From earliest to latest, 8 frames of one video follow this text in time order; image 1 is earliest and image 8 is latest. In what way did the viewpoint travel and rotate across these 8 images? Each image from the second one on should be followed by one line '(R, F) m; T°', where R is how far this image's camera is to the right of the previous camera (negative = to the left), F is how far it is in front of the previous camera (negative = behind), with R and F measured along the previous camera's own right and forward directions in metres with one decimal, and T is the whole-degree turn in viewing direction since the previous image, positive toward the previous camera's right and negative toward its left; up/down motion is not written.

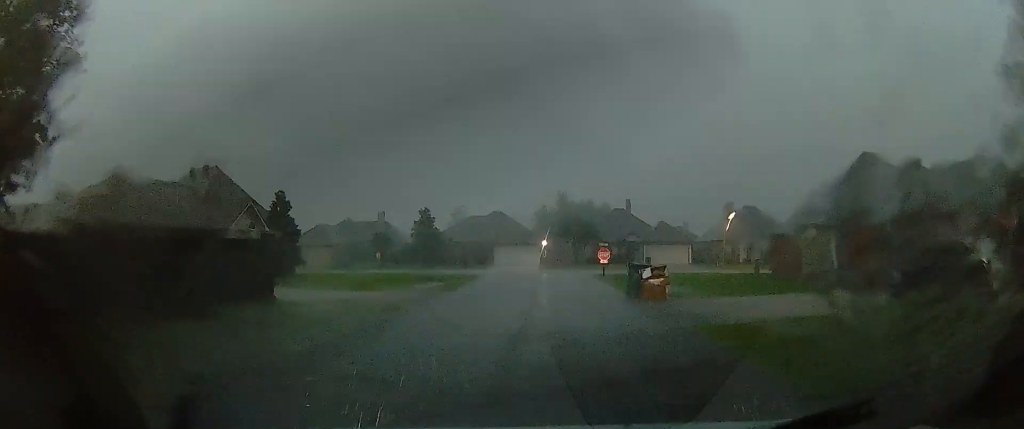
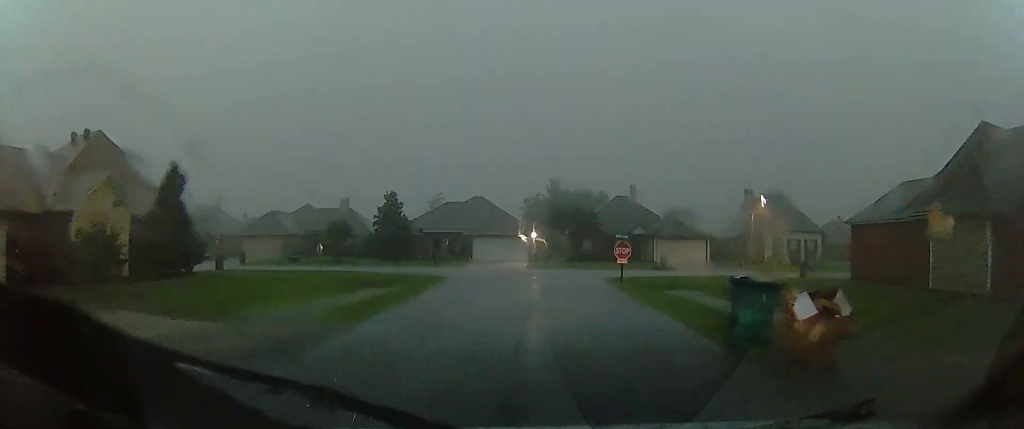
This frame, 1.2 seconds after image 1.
(0.0, +12.0) m; 0°
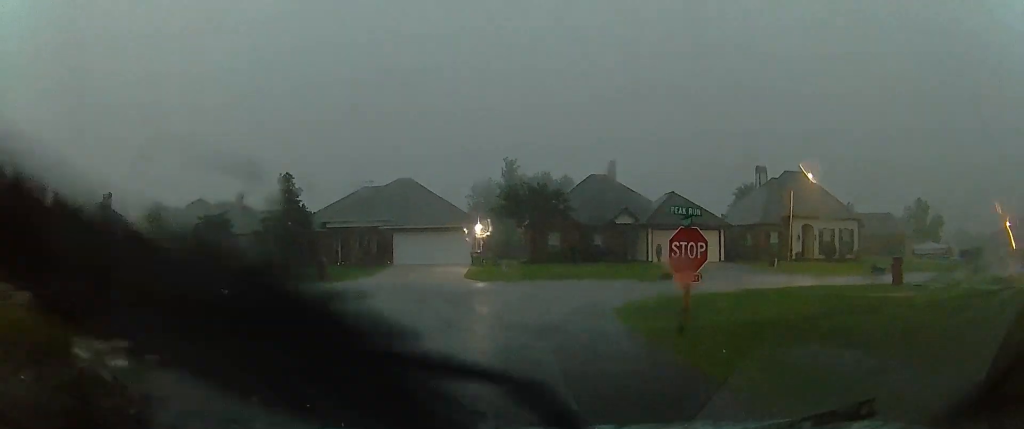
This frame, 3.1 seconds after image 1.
(0.0, +17.4) m; 0°
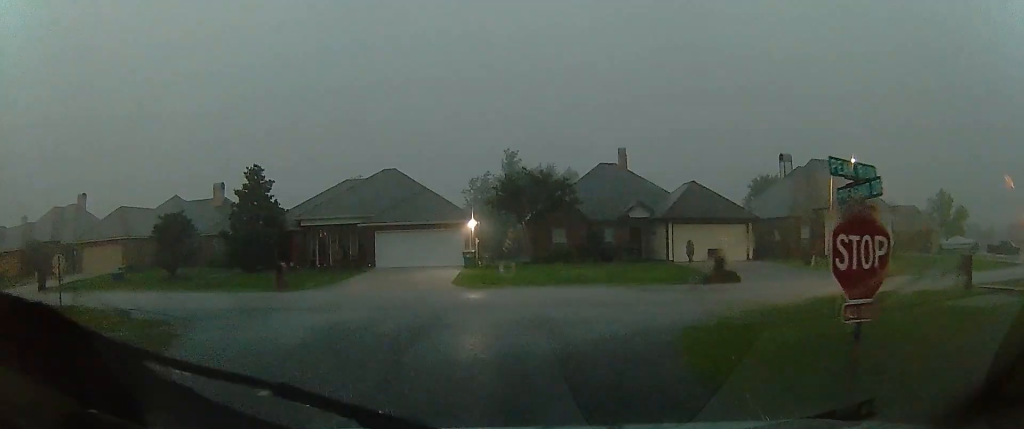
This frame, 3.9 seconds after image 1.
(0.0, +6.0) m; 0°
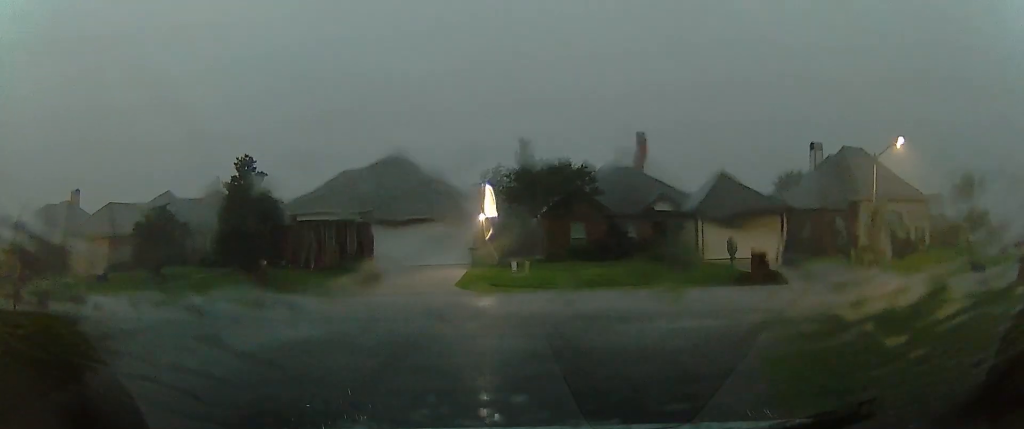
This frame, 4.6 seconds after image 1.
(0.0, +4.0) m; 0°
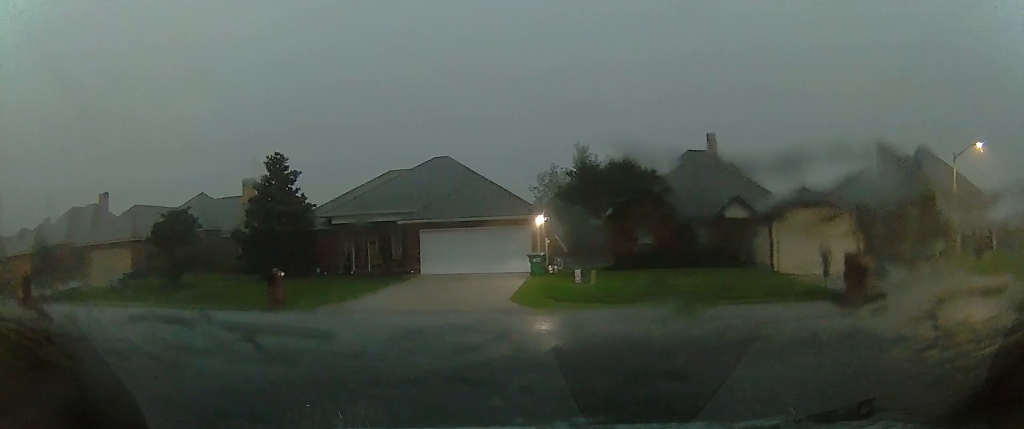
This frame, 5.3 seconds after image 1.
(0.0, +3.8) m; -9°
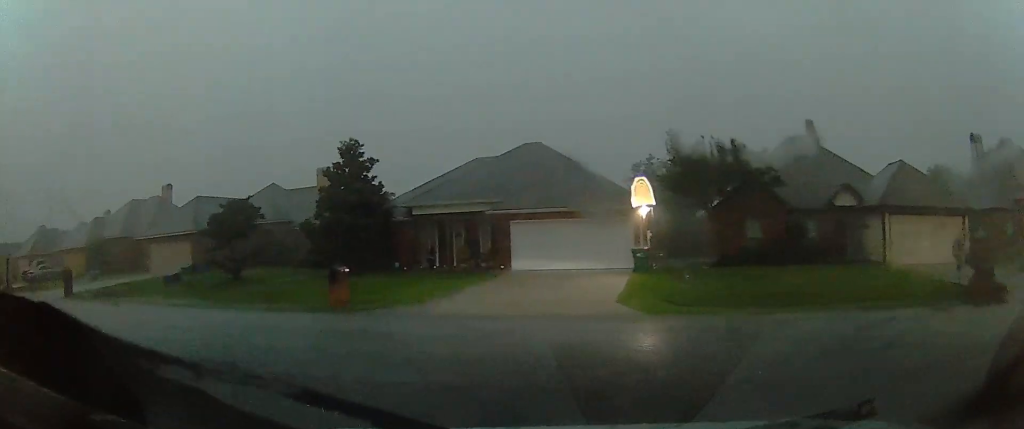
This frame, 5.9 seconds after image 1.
(+0.2, +2.5) m; -10°
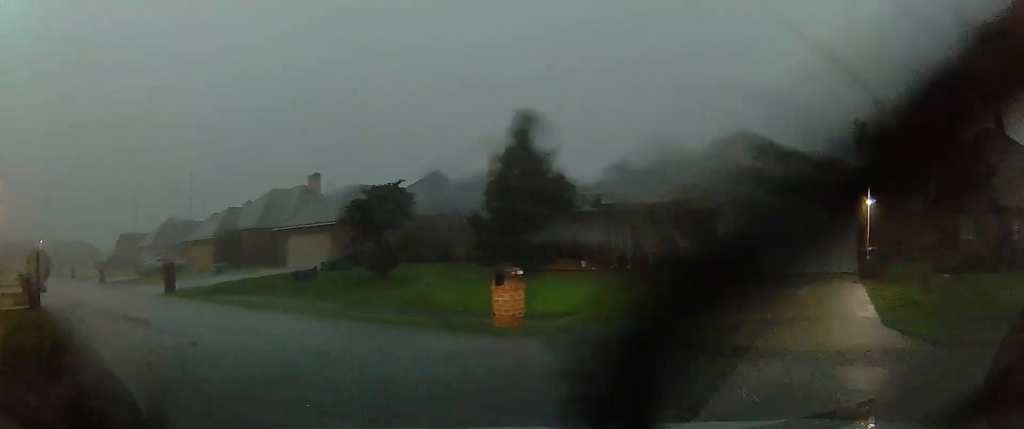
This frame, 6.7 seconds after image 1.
(-1.0, +3.5) m; -19°
